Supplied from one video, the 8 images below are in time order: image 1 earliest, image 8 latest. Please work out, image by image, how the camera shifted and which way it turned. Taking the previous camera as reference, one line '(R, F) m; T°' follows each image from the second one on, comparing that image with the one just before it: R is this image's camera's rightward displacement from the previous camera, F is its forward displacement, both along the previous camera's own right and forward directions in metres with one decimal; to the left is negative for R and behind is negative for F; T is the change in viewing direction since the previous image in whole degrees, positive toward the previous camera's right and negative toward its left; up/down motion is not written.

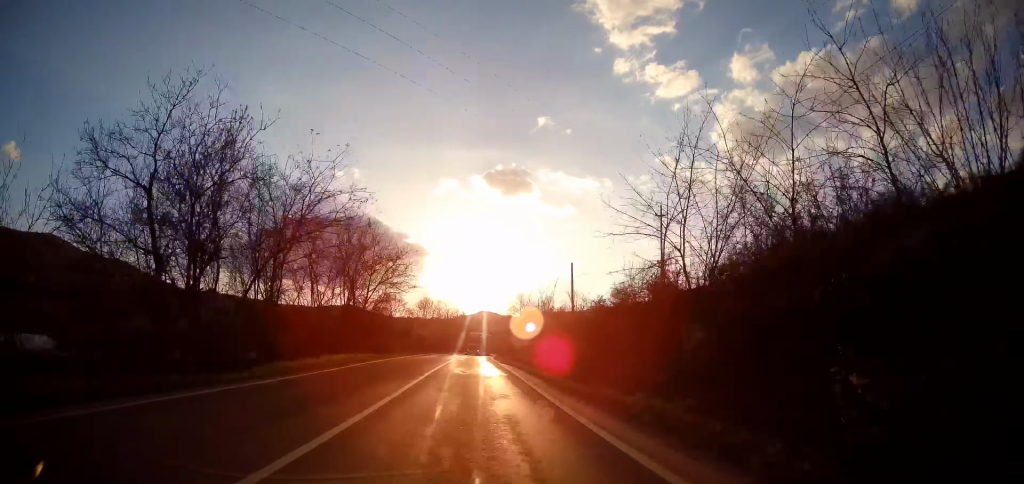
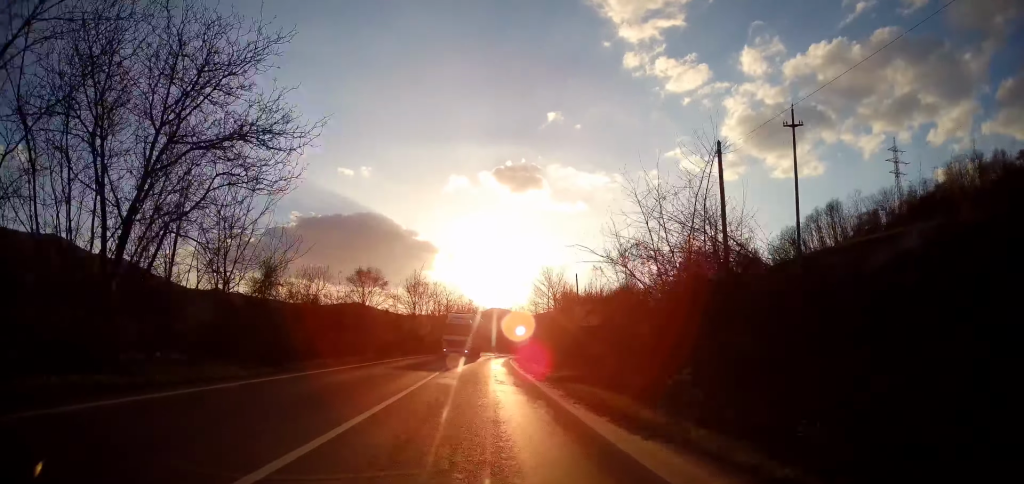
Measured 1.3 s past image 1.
(-1.0, +28.6) m; -4°
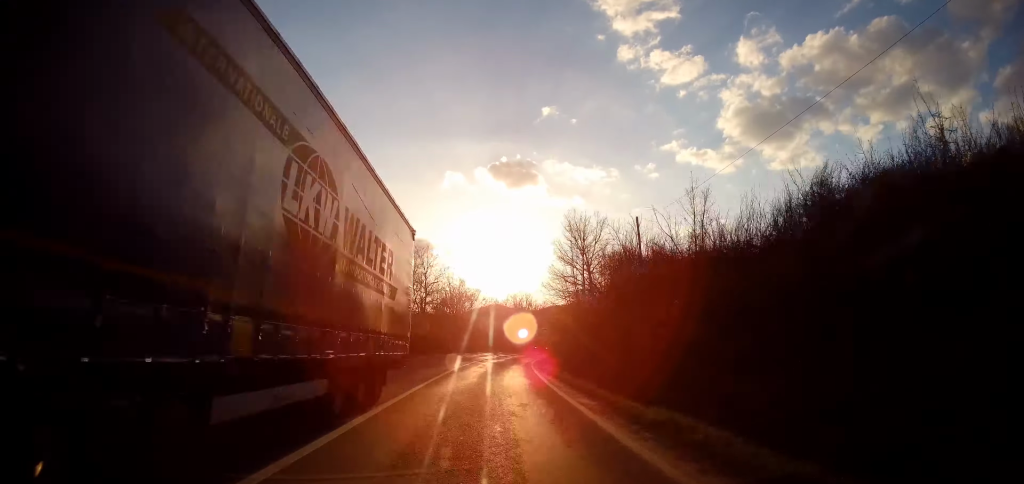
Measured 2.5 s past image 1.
(-0.7, +27.5) m; -1°
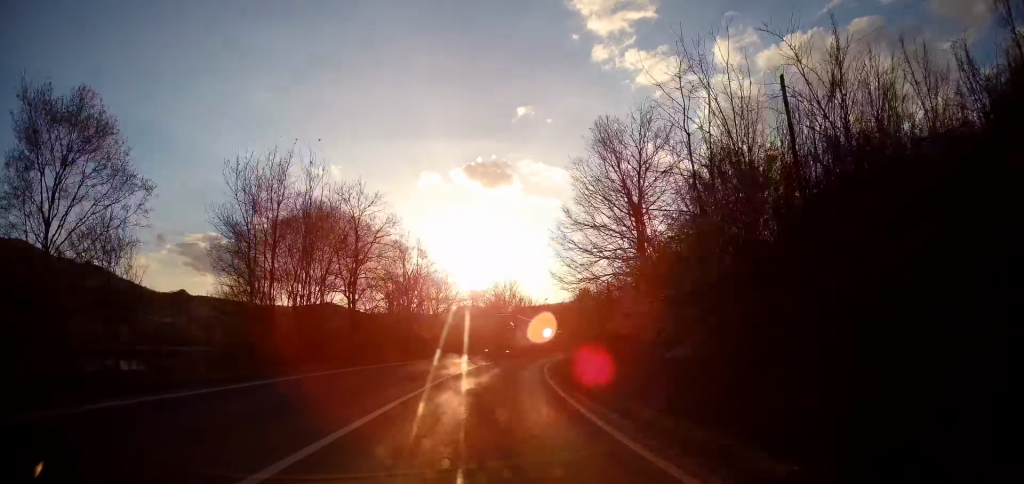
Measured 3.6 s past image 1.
(+0.4, +22.2) m; +2°
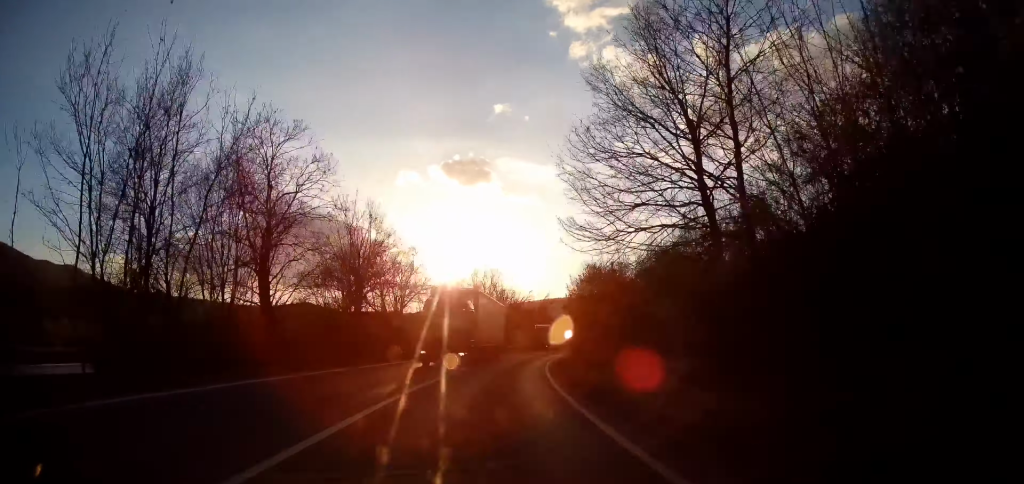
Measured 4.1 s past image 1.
(+0.1, +10.9) m; +1°
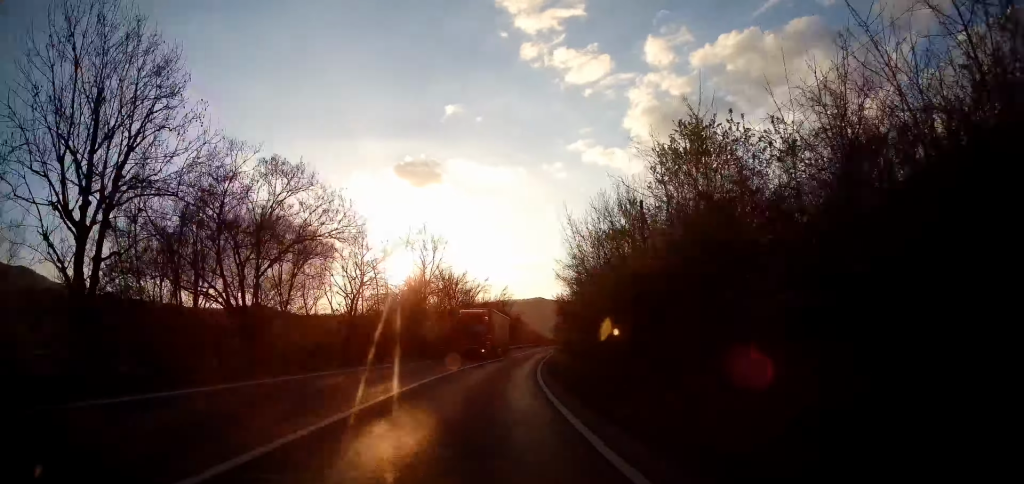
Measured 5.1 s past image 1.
(+0.3, +20.3) m; +3°
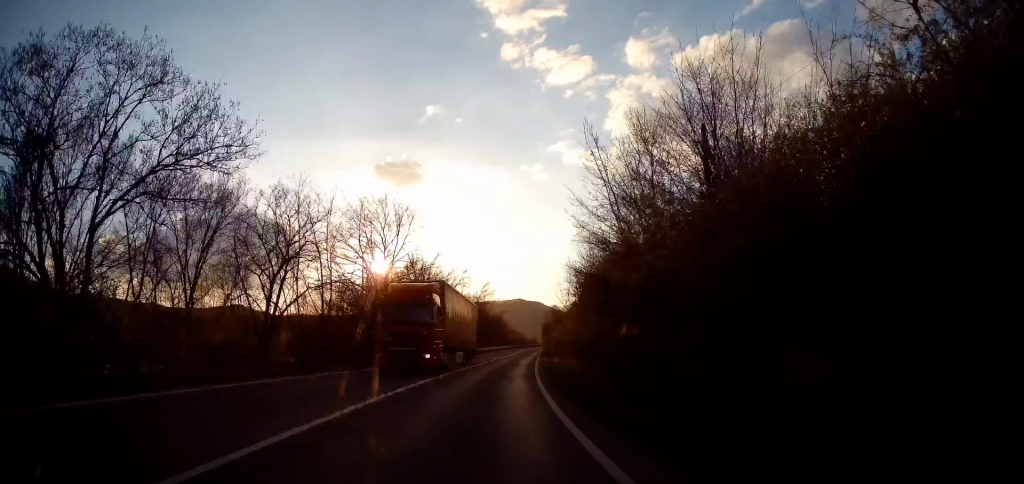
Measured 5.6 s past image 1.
(0.0, +9.5) m; +2°
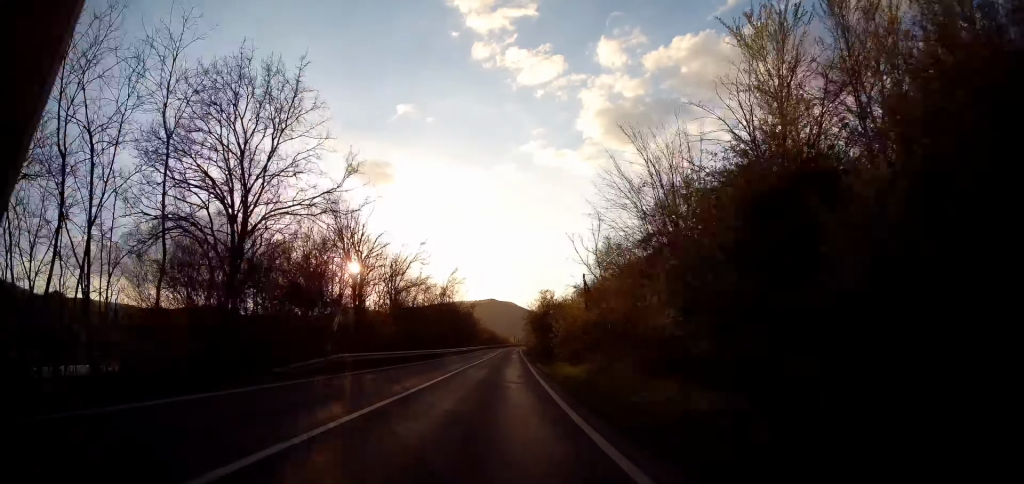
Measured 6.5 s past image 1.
(+0.8, +18.0) m; +5°
